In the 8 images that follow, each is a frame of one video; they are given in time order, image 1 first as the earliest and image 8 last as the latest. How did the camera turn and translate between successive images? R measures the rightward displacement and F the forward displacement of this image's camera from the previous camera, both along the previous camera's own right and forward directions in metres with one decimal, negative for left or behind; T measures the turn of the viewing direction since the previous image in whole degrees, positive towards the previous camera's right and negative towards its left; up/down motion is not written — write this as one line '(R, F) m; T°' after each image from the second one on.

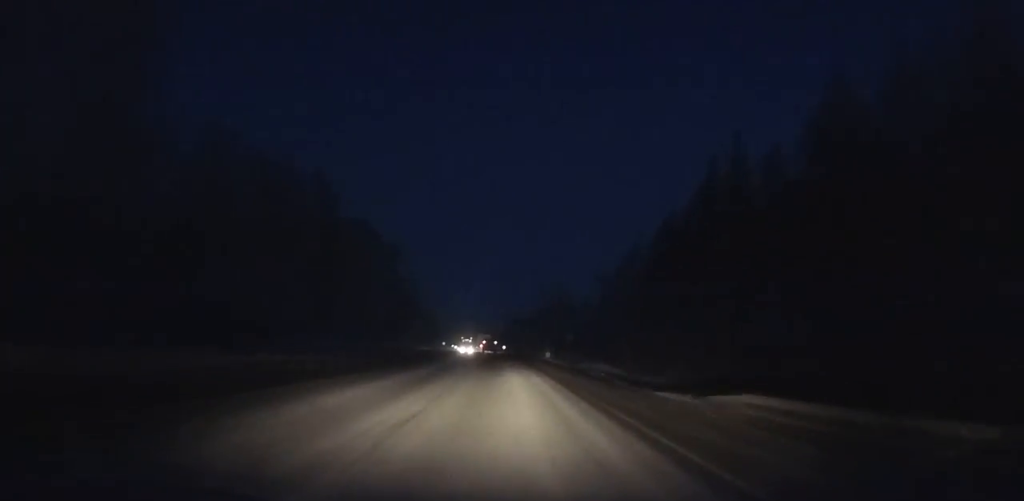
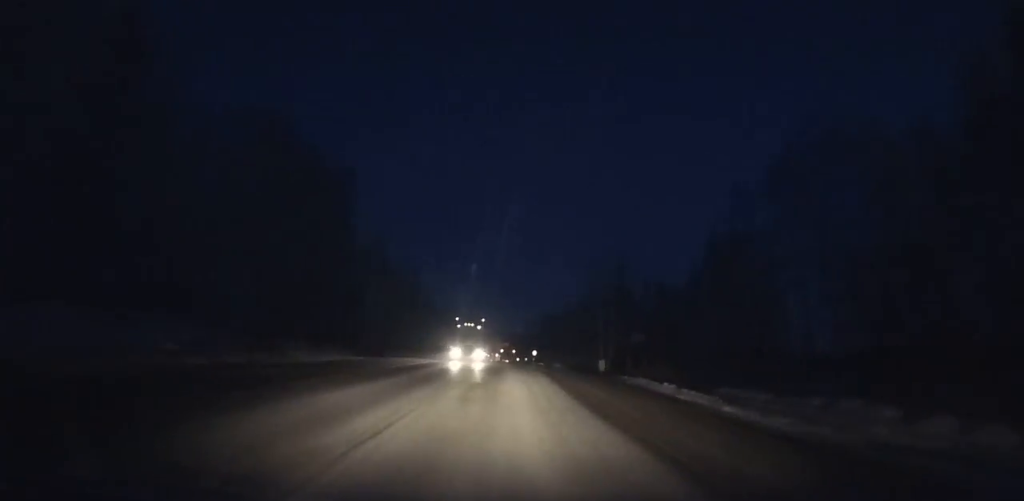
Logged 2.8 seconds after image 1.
(-1.2, +46.0) m; -3°
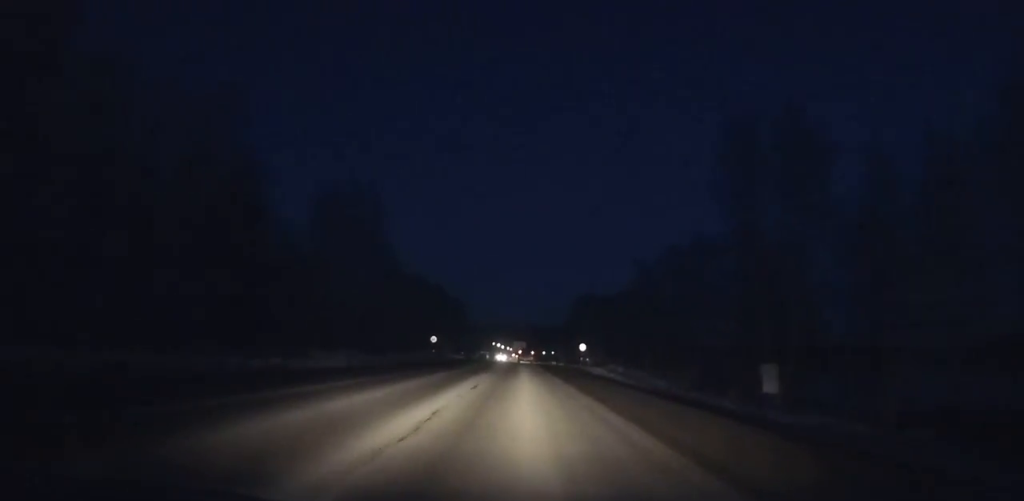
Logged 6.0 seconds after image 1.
(-1.2, +52.9) m; -2°
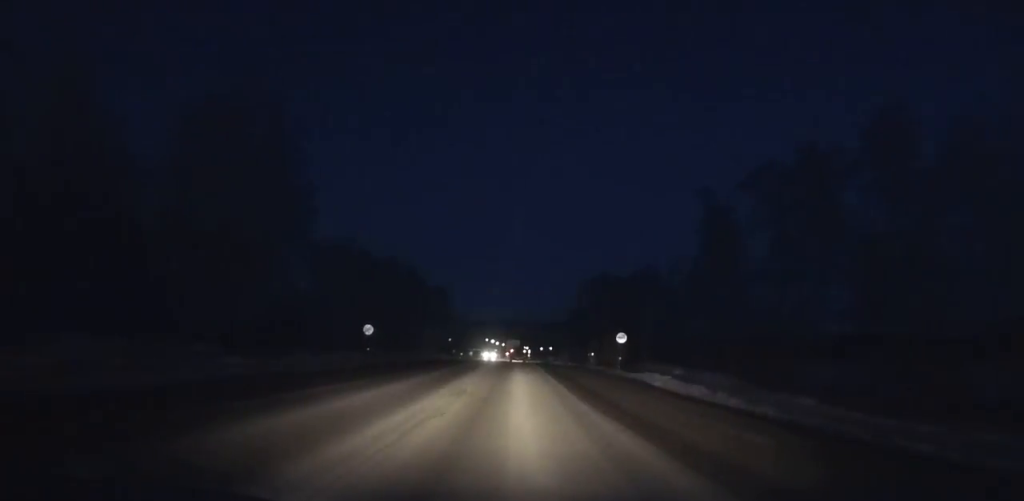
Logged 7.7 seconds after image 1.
(-0.2, +28.6) m; 0°
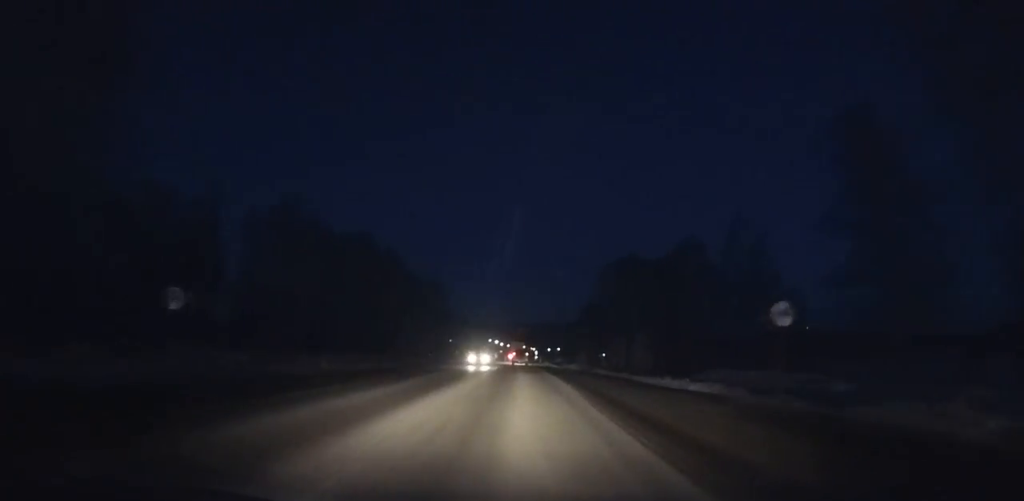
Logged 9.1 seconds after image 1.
(+0.1, +23.8) m; 0°
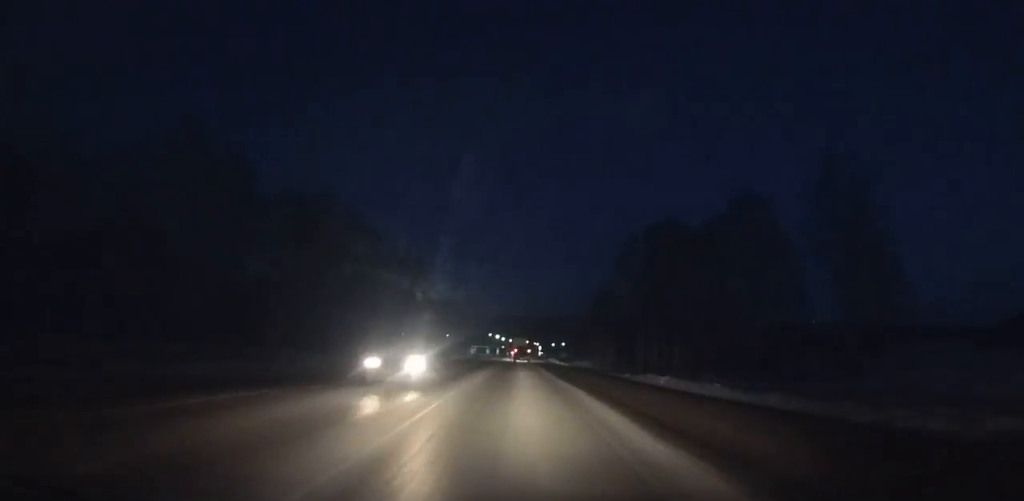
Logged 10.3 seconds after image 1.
(0.0, +20.5) m; 0°
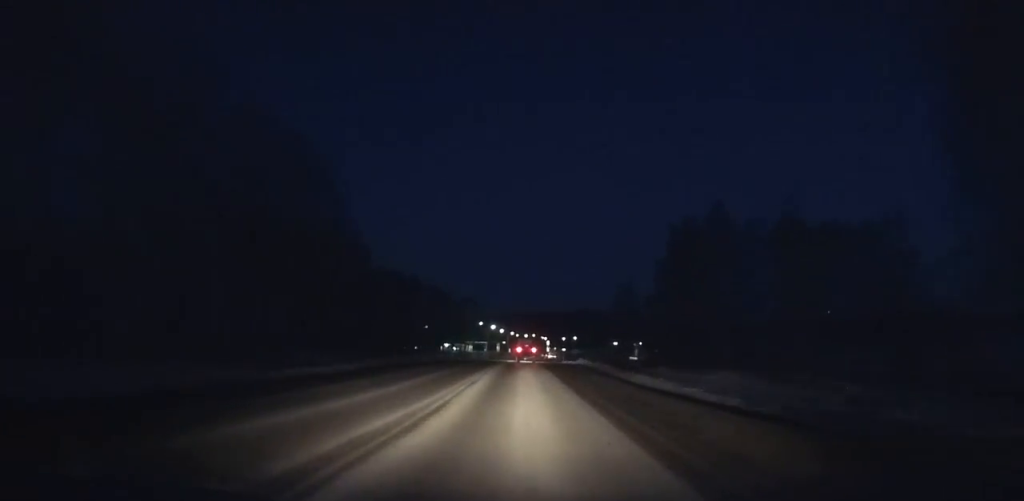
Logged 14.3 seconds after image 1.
(0.0, +69.8) m; 0°
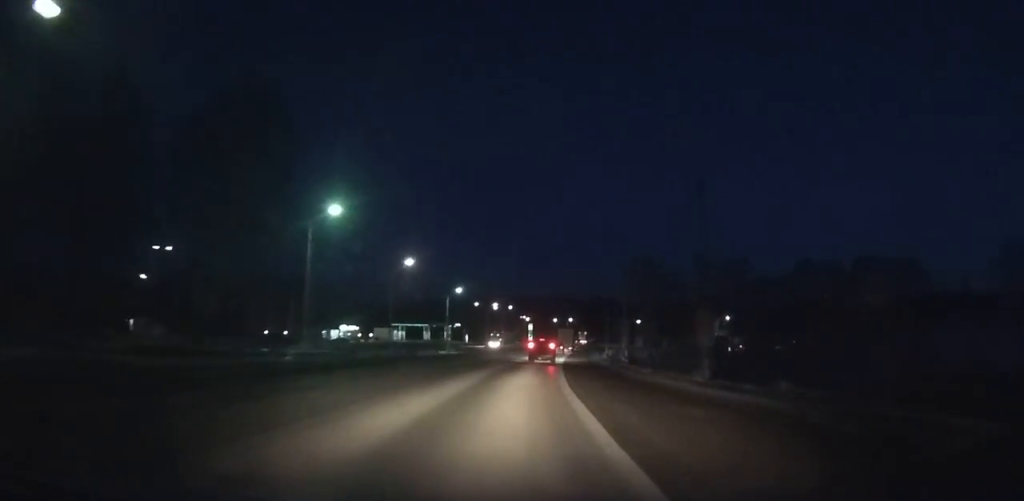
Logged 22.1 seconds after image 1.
(+1.8, +136.6) m; +4°
